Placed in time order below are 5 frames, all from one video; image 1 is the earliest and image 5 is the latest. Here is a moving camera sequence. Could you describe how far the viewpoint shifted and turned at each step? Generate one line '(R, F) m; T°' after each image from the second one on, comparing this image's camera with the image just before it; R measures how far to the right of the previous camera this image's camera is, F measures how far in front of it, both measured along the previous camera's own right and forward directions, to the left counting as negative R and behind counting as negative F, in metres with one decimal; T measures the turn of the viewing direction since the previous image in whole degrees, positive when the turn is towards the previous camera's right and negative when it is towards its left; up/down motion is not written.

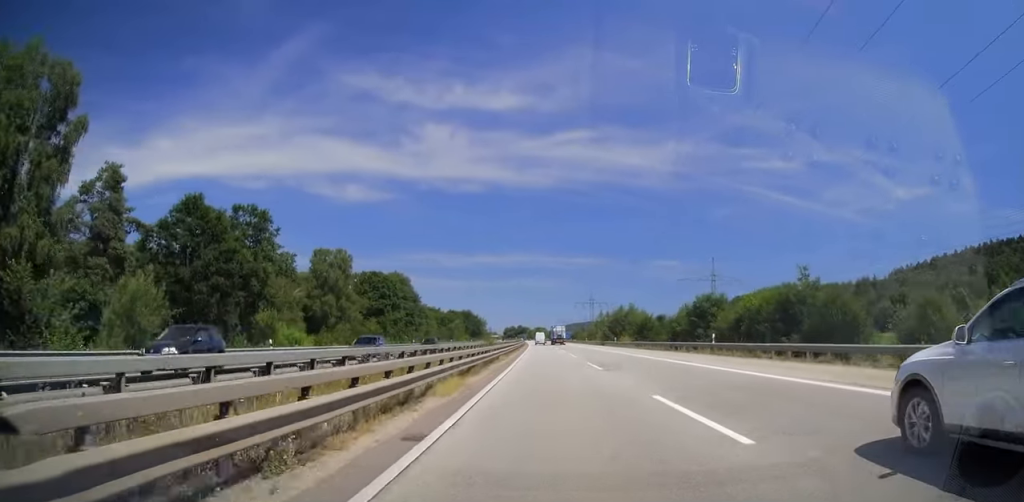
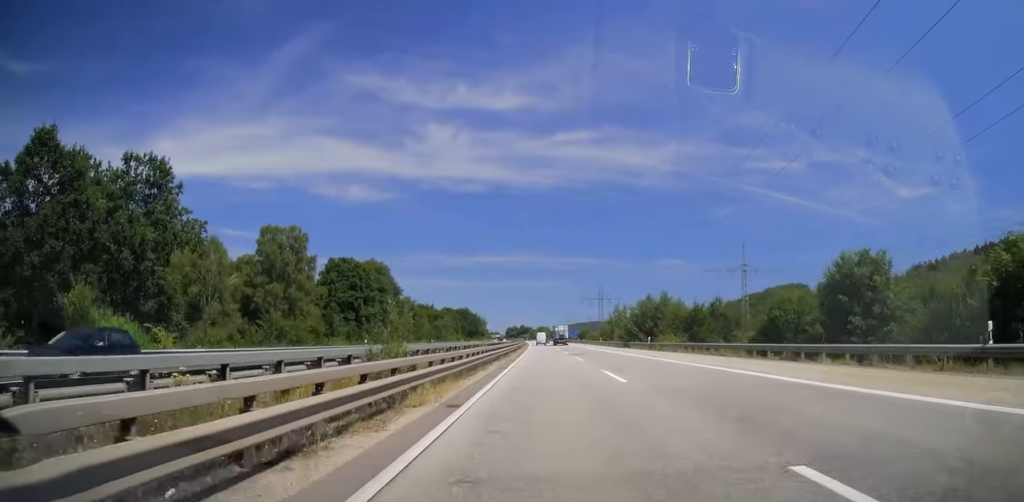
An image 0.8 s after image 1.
(-0.3, +25.4) m; -1°
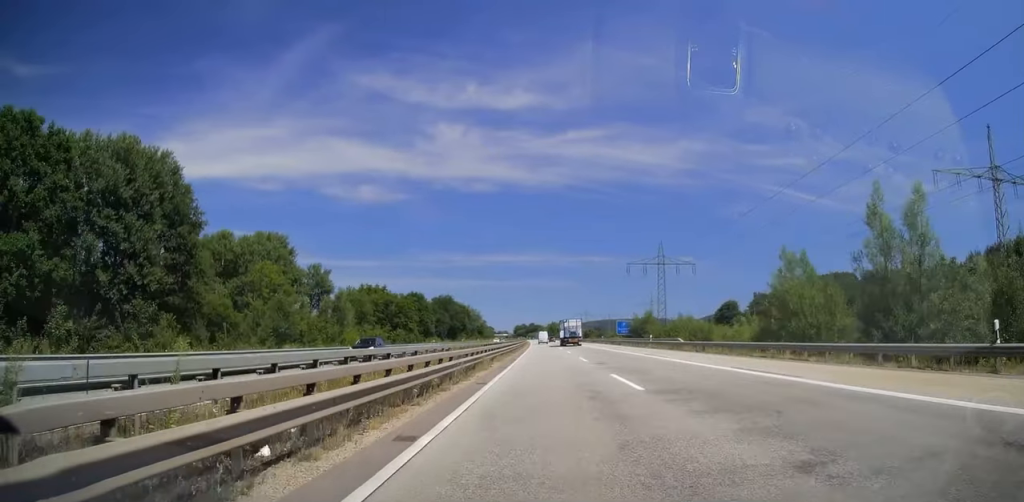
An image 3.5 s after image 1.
(+0.2, +91.8) m; 0°
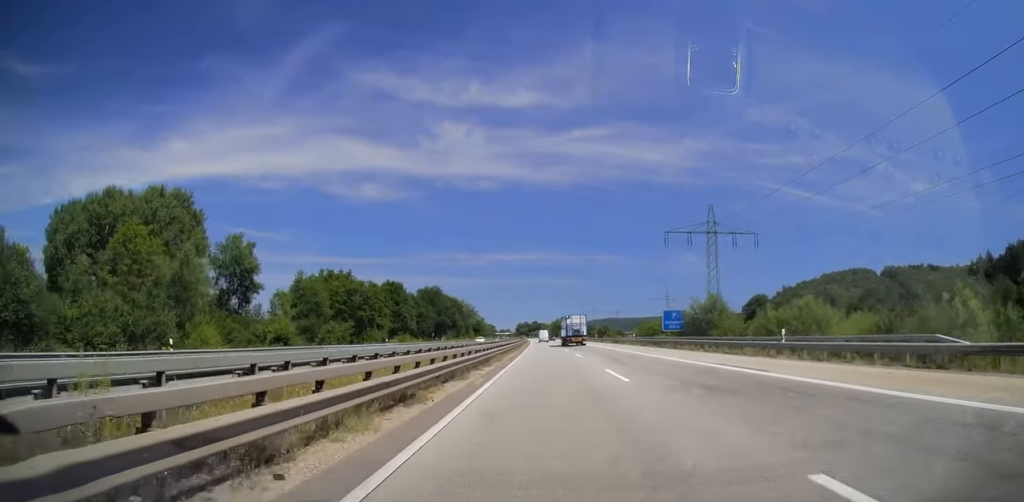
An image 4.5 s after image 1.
(-0.3, +33.6) m; 0°
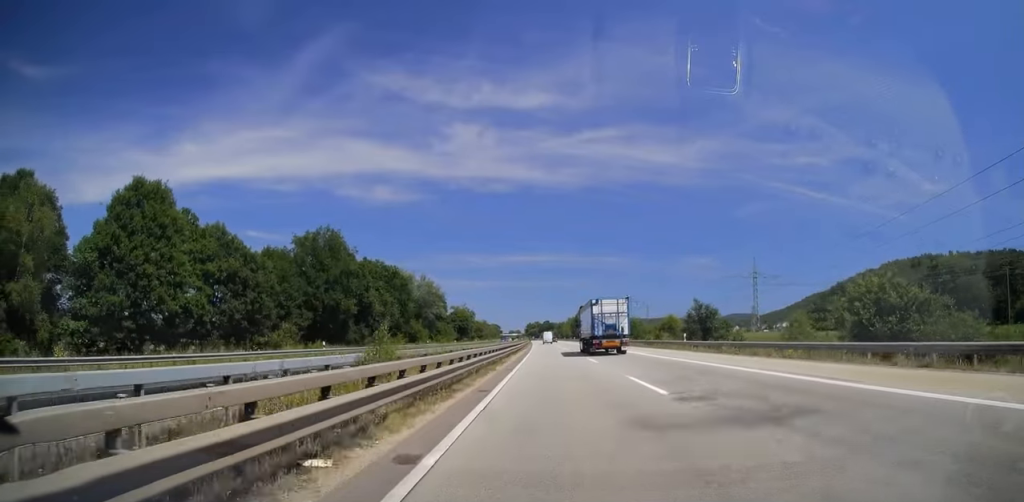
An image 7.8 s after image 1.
(-0.9, +111.4) m; -2°
